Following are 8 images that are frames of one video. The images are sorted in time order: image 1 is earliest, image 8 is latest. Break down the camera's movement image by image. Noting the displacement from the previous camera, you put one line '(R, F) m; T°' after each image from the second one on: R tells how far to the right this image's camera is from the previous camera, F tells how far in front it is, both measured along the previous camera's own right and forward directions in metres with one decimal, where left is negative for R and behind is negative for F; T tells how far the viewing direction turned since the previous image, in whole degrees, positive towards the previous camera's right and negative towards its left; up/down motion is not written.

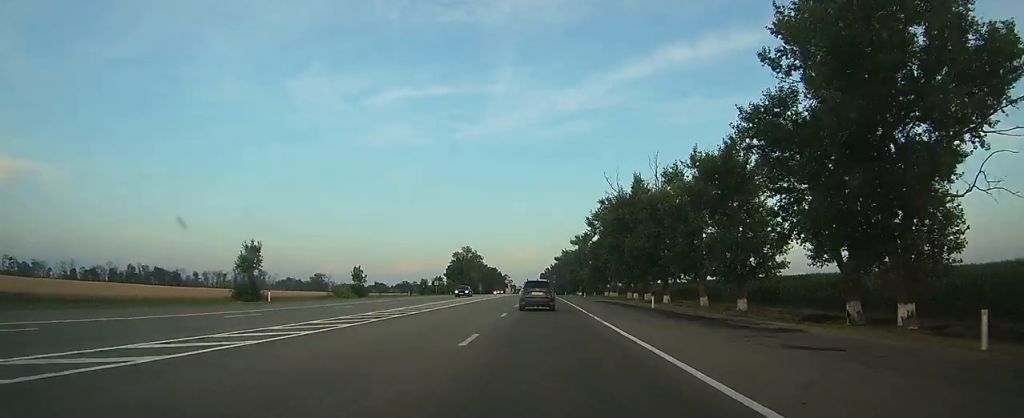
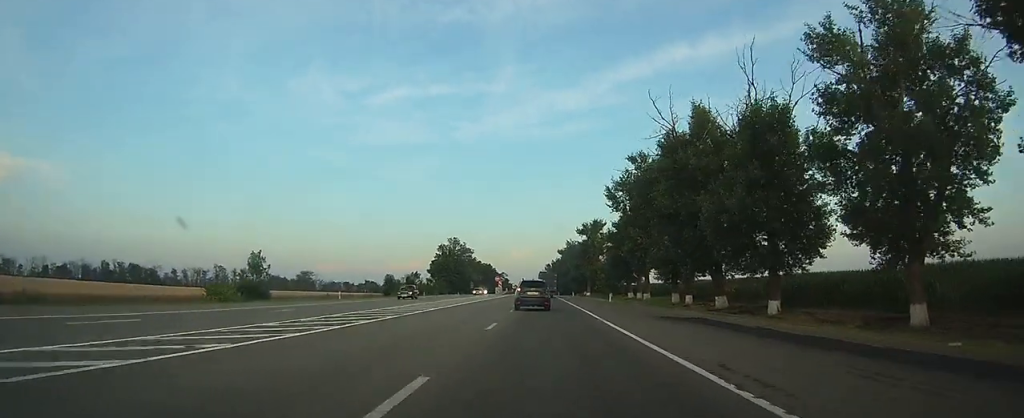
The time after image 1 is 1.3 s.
(-0.1, +31.2) m; 0°
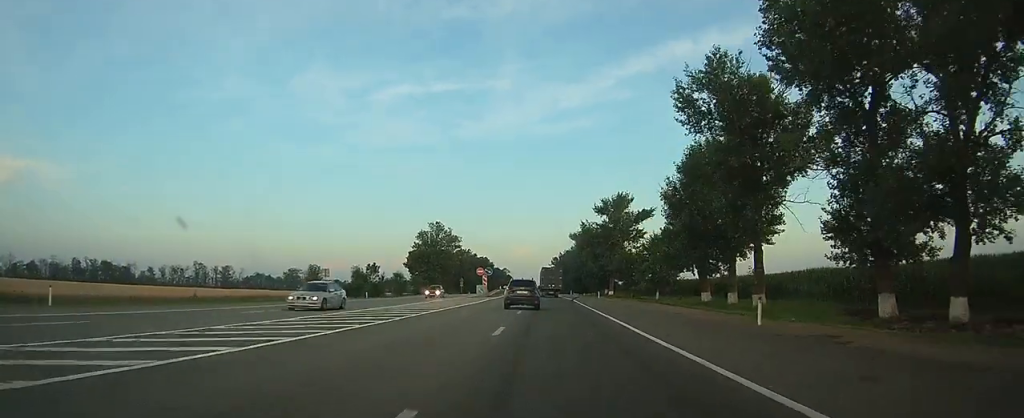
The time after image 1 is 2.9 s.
(-0.2, +37.8) m; 0°
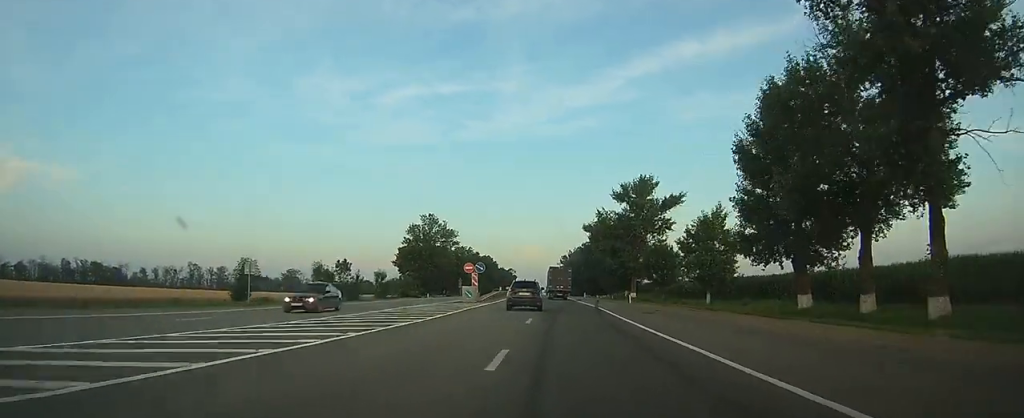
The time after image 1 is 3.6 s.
(0.0, +17.8) m; 0°
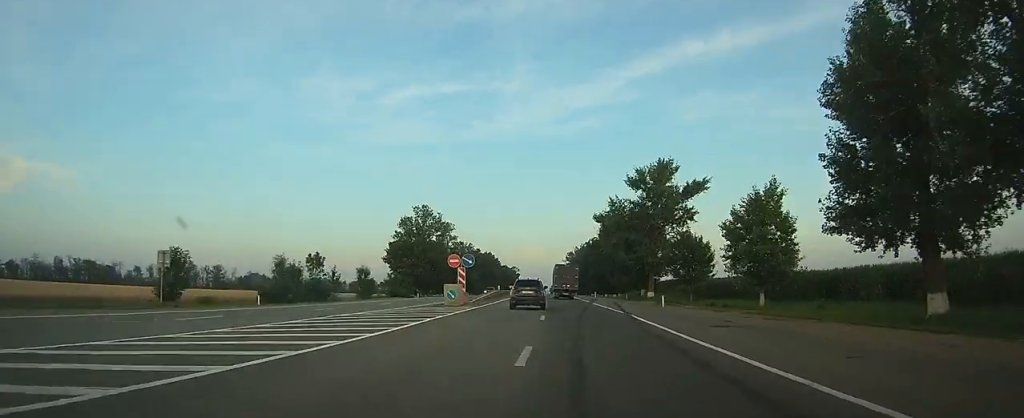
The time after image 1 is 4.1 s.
(0.0, +11.4) m; 0°
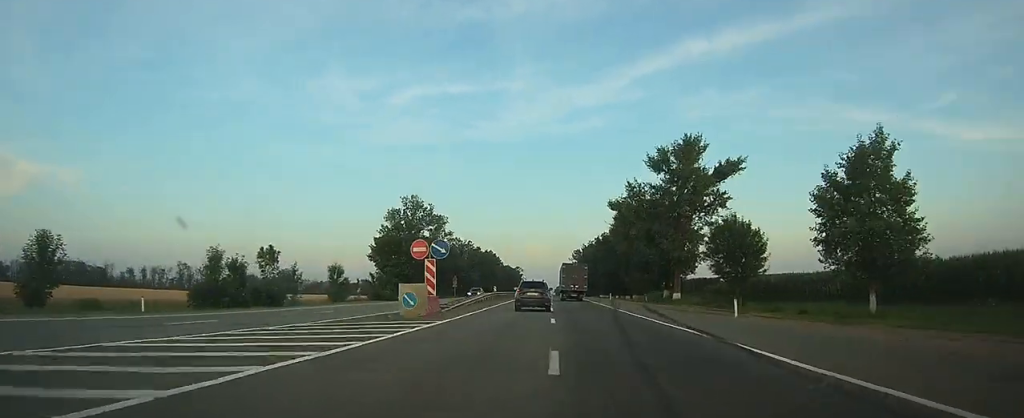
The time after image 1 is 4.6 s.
(0.0, +13.1) m; 0°
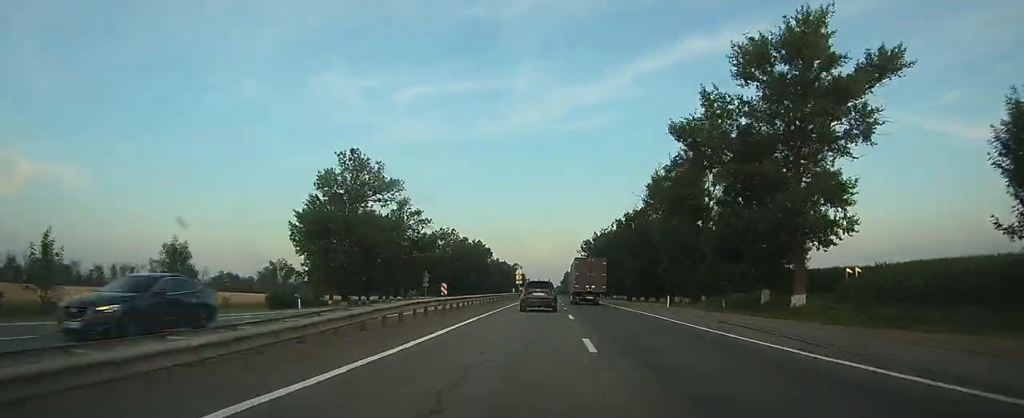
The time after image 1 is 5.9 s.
(-0.1, +32.9) m; 0°
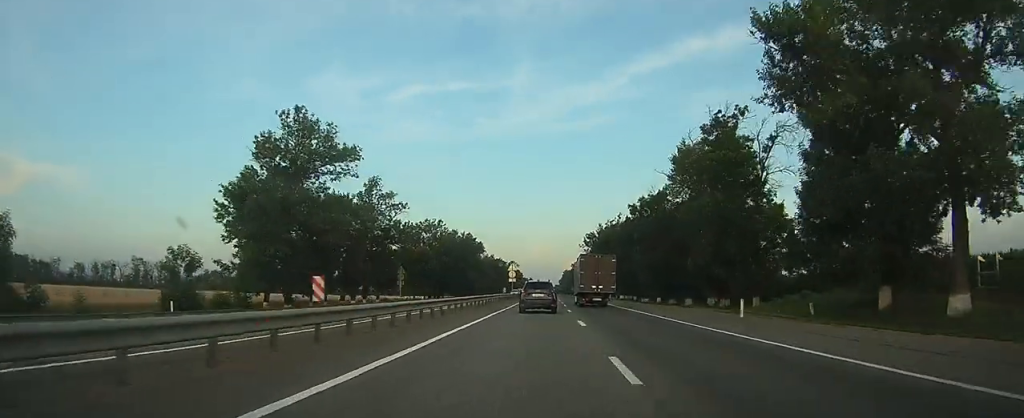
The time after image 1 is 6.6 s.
(-0.1, +15.7) m; 0°
